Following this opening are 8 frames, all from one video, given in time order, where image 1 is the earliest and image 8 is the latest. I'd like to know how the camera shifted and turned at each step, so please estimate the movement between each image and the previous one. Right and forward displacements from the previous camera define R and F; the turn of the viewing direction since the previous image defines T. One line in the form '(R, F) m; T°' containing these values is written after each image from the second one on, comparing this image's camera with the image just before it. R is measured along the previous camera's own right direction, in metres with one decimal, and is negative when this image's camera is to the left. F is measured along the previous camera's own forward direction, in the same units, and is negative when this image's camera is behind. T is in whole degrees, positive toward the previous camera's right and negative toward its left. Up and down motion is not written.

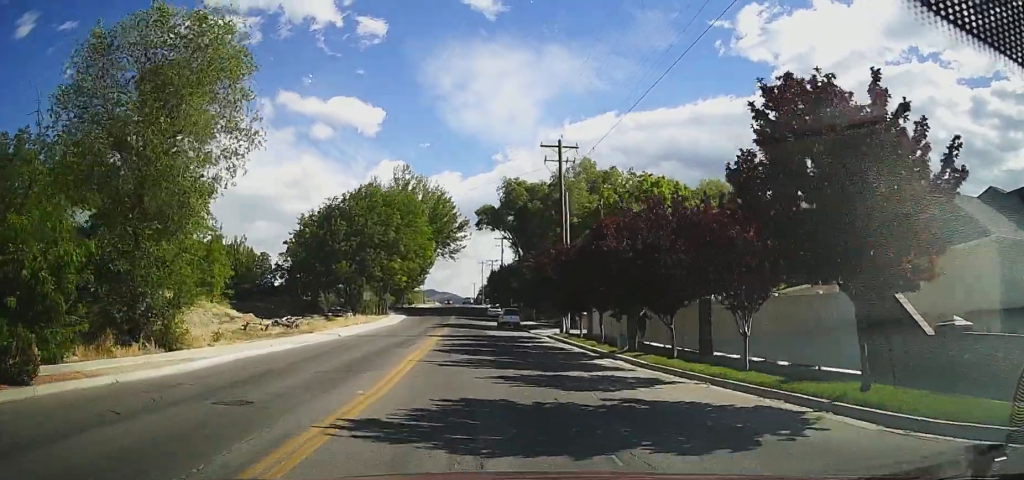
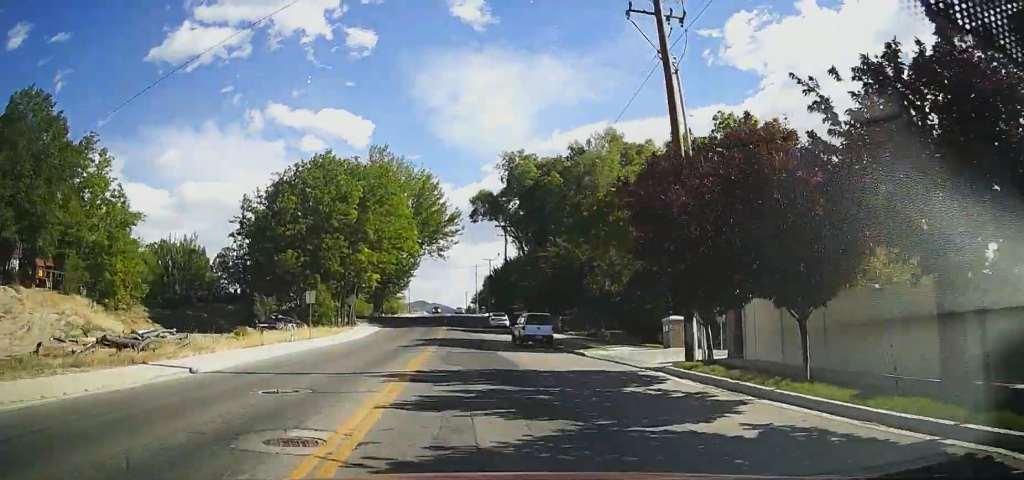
(0.0, +21.3) m; 0°
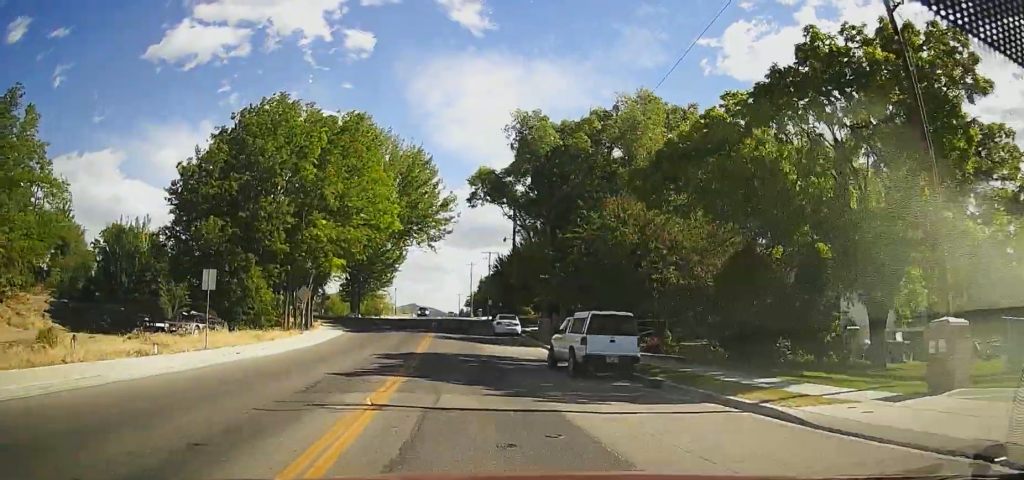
(0.0, +16.1) m; 0°
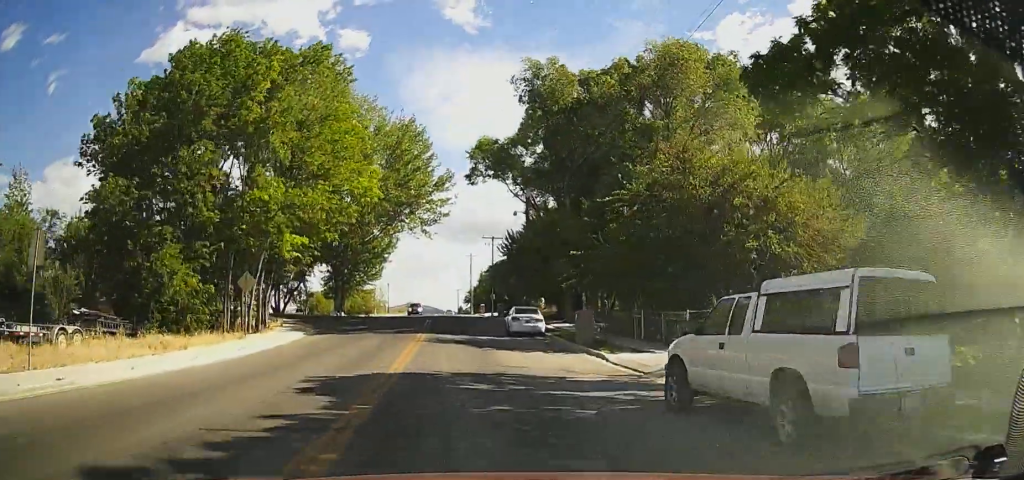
(0.0, +11.5) m; 0°
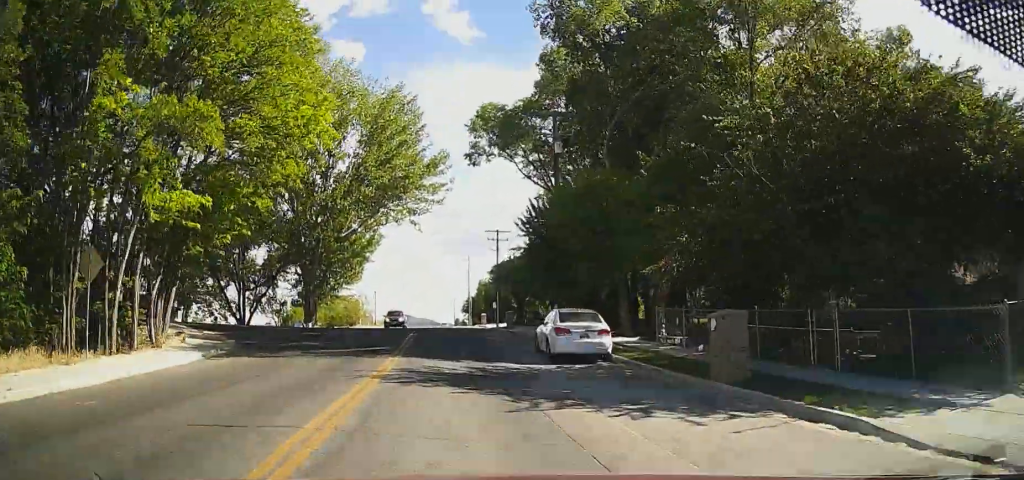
(0.0, +13.9) m; 0°
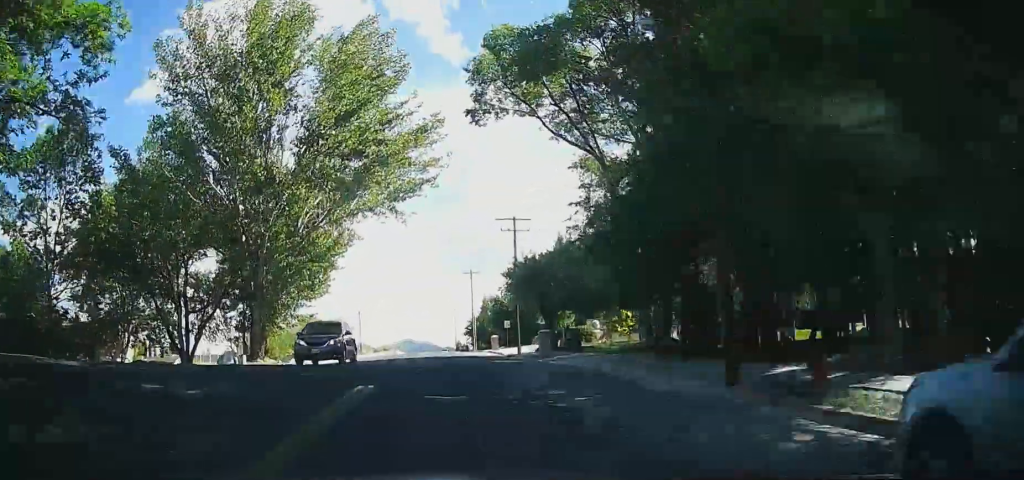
(0.0, +17.6) m; 0°
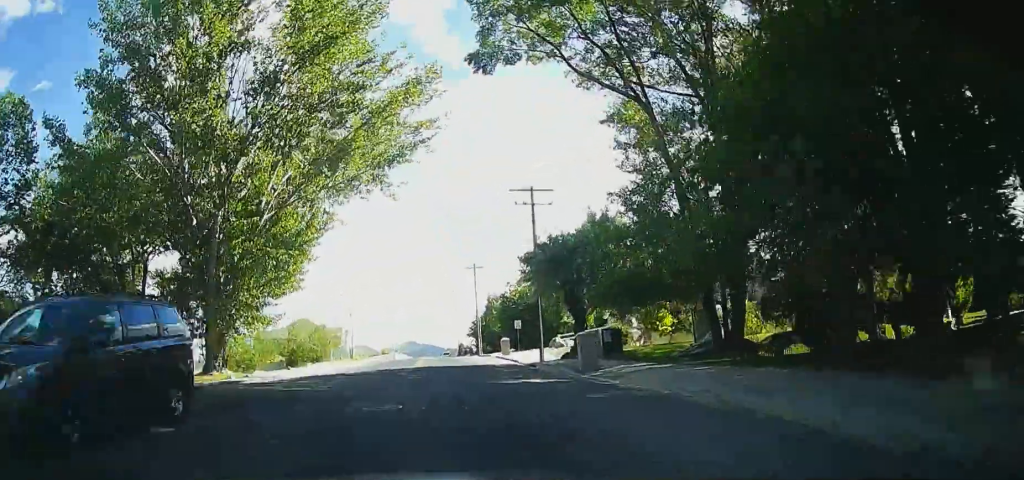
(0.0, +9.3) m; 0°
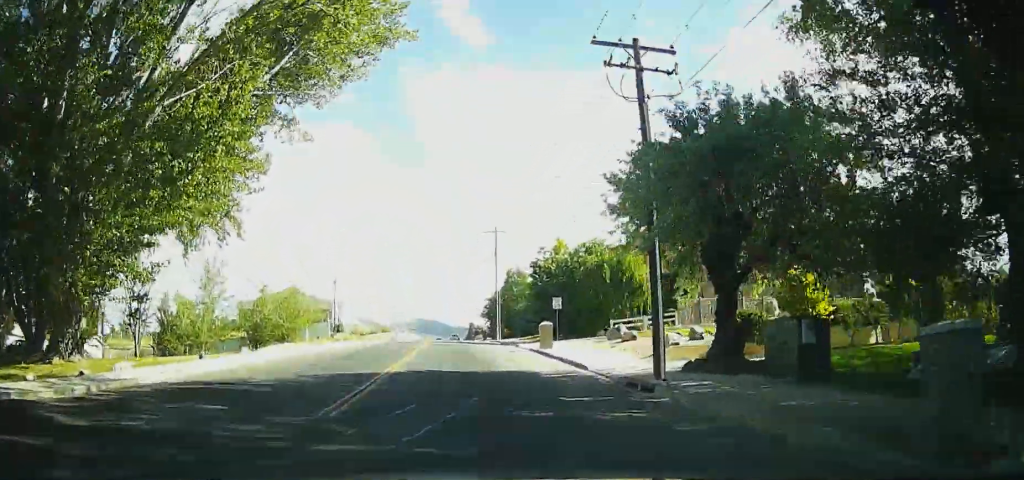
(0.0, +17.5) m; 0°
